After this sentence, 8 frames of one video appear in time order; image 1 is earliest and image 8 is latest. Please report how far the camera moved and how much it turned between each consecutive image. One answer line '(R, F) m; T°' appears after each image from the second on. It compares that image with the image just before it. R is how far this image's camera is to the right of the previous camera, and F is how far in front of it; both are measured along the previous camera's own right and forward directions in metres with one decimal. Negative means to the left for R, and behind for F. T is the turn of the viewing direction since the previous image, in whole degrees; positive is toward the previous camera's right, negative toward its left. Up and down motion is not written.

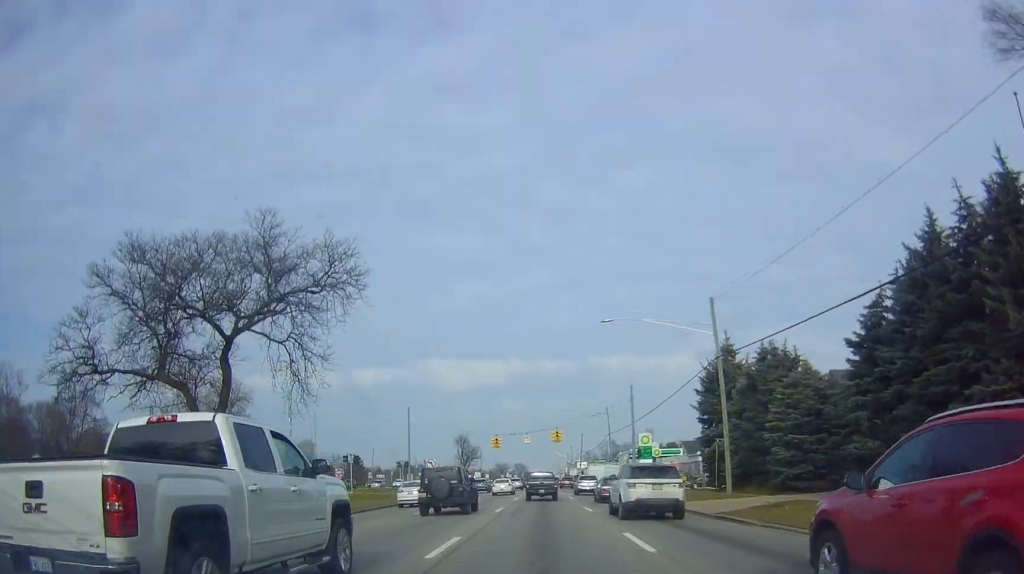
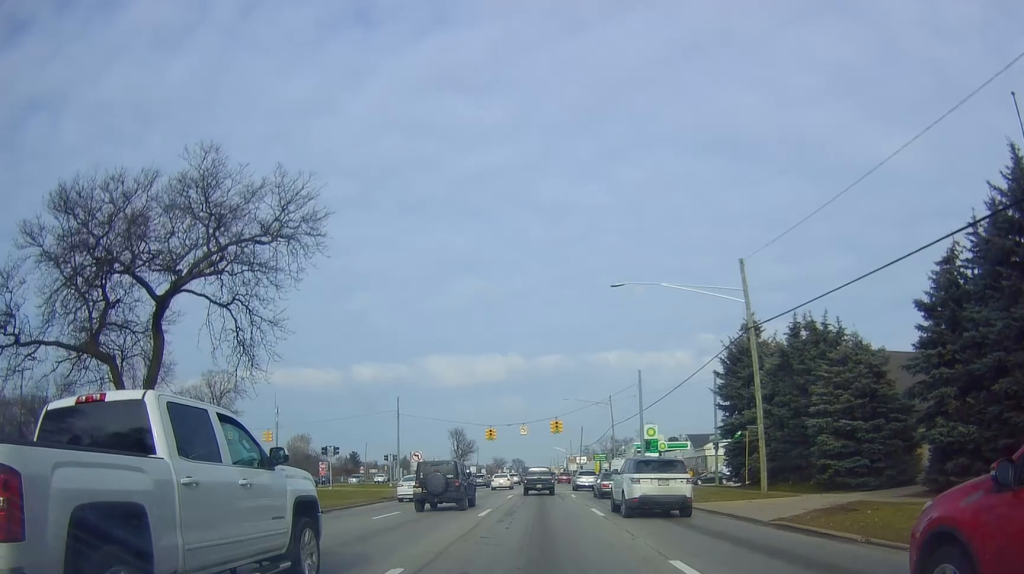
(+0.2, +5.6) m; +1°
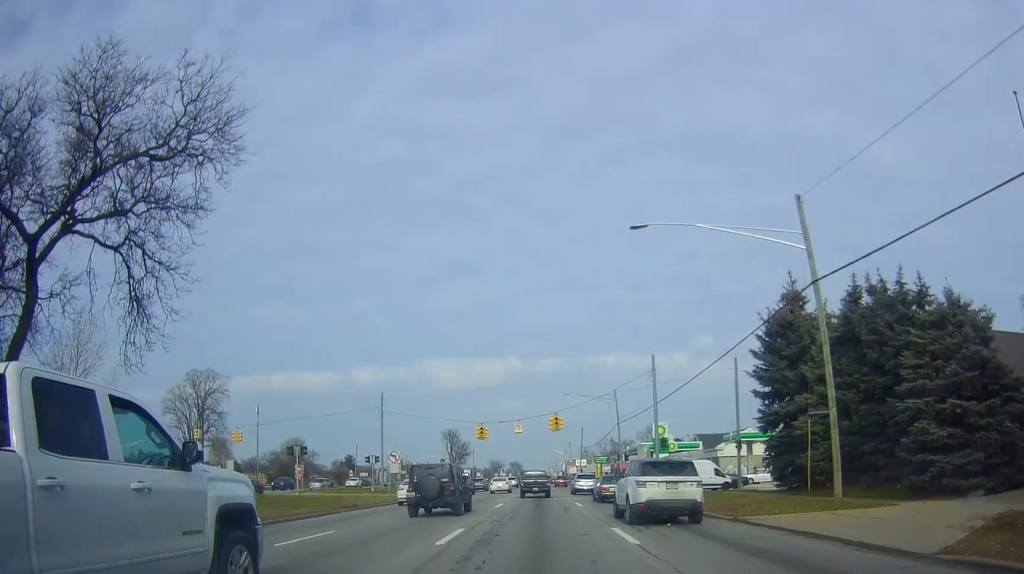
(+0.1, +7.5) m; 0°
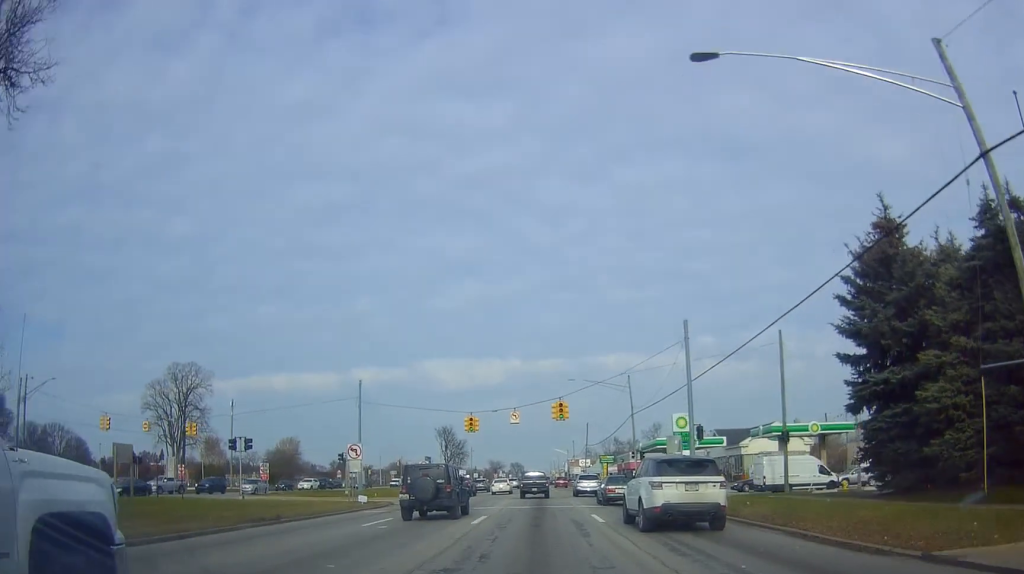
(0.0, +9.9) m; 0°
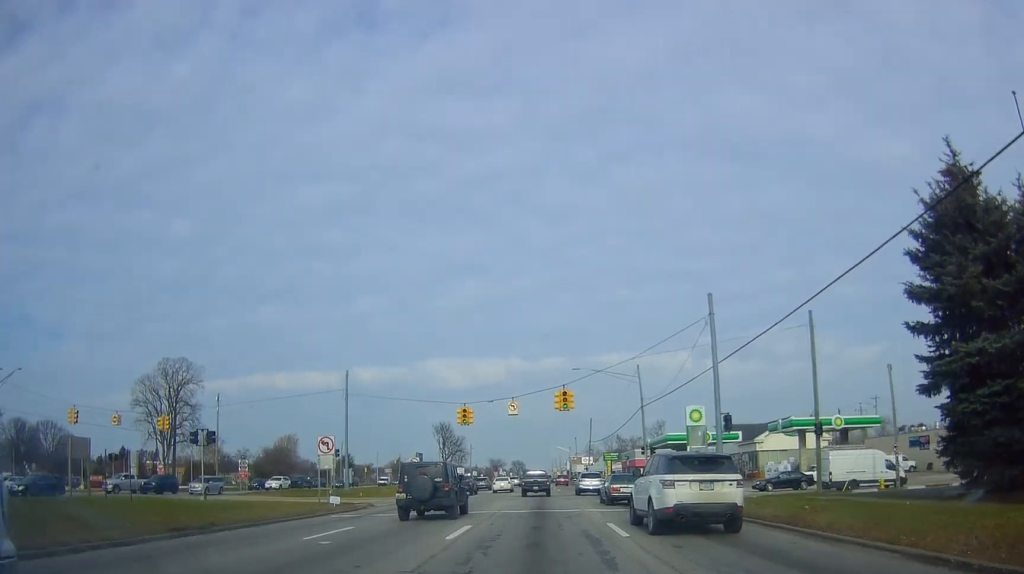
(0.0, +5.0) m; 0°
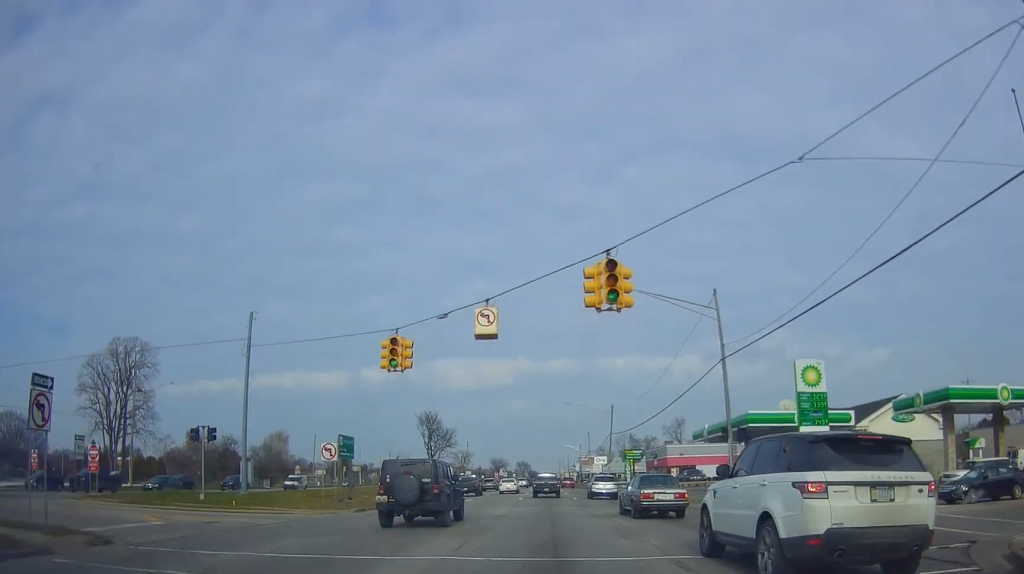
(-0.7, +23.0) m; -3°
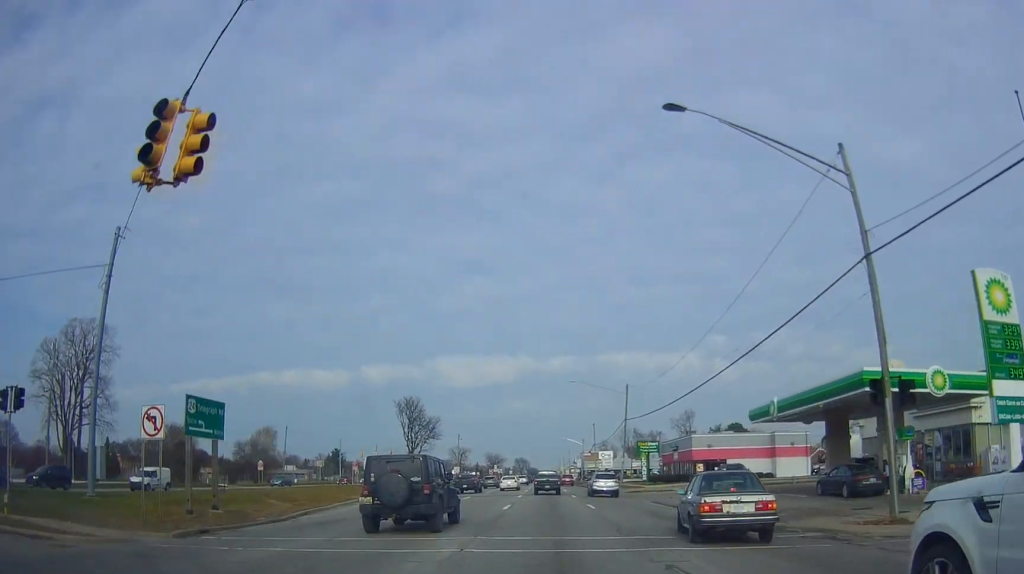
(-0.1, +15.5) m; +2°
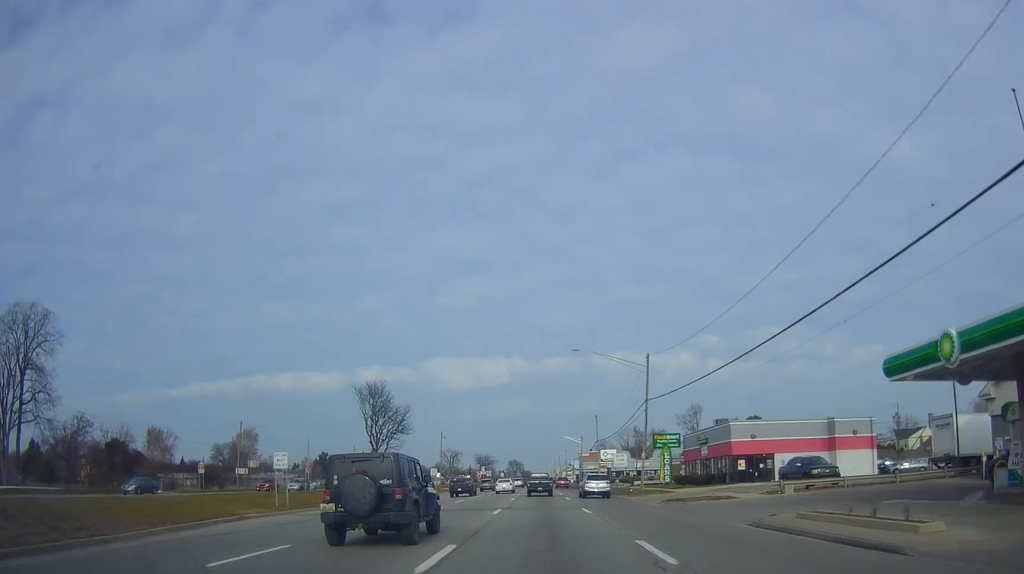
(+0.5, +17.5) m; +2°
